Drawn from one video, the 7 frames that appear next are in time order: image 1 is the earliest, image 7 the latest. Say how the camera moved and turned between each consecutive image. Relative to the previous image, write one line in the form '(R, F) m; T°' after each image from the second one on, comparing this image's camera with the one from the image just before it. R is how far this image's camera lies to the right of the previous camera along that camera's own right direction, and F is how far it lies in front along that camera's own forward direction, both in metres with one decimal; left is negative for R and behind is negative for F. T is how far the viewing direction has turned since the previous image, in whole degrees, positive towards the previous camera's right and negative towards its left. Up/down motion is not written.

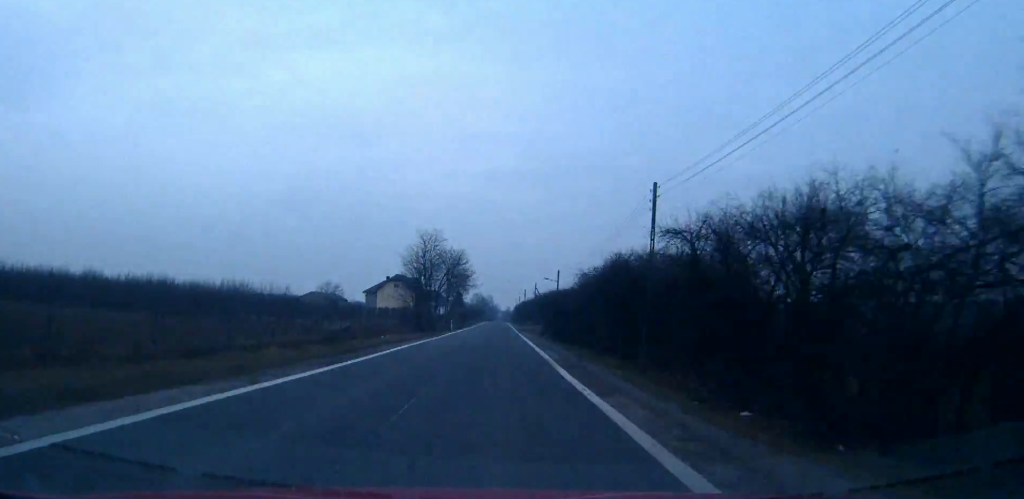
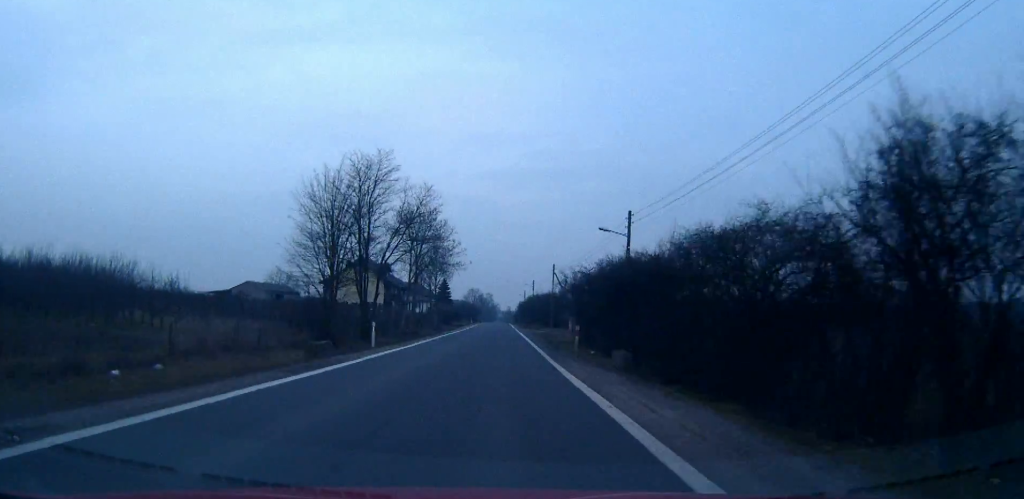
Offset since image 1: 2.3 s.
(+0.1, +46.4) m; +1°
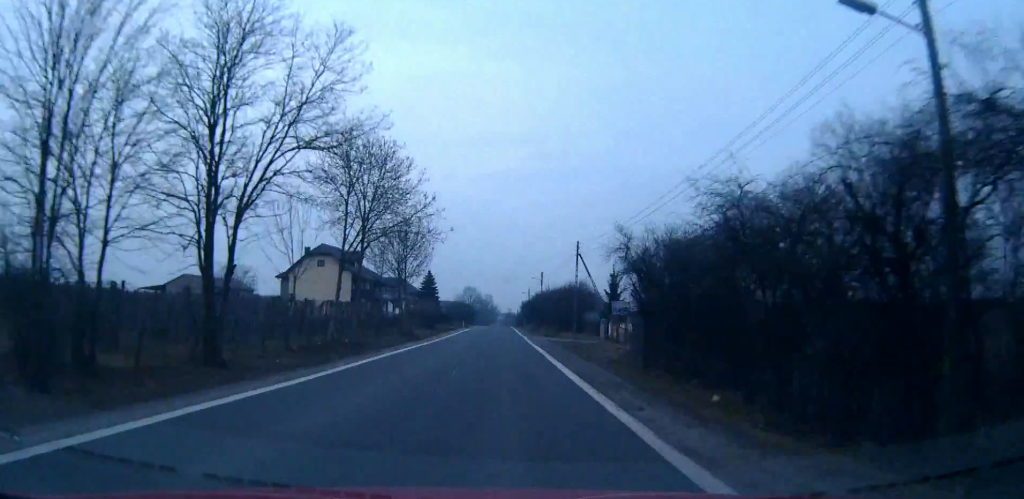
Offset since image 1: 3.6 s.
(0.0, +28.4) m; 0°
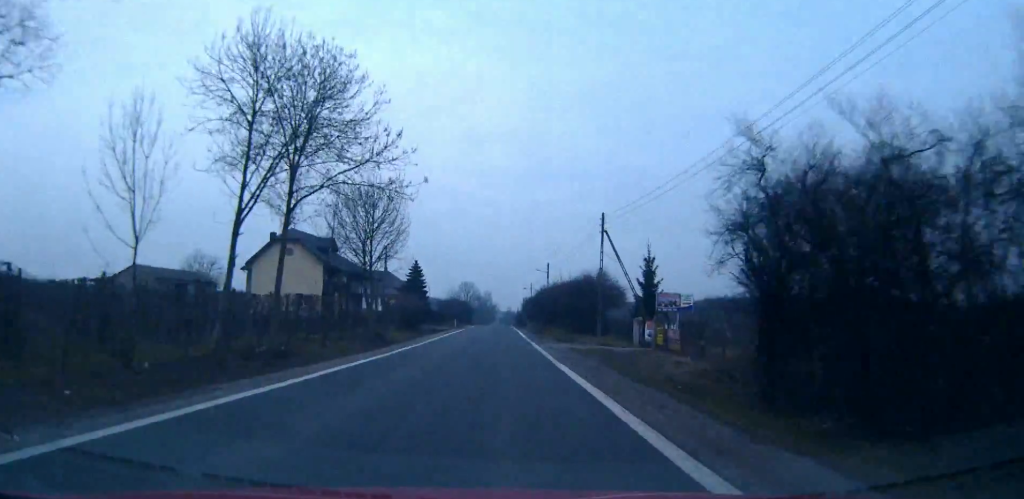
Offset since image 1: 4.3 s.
(0.0, +15.9) m; 0°
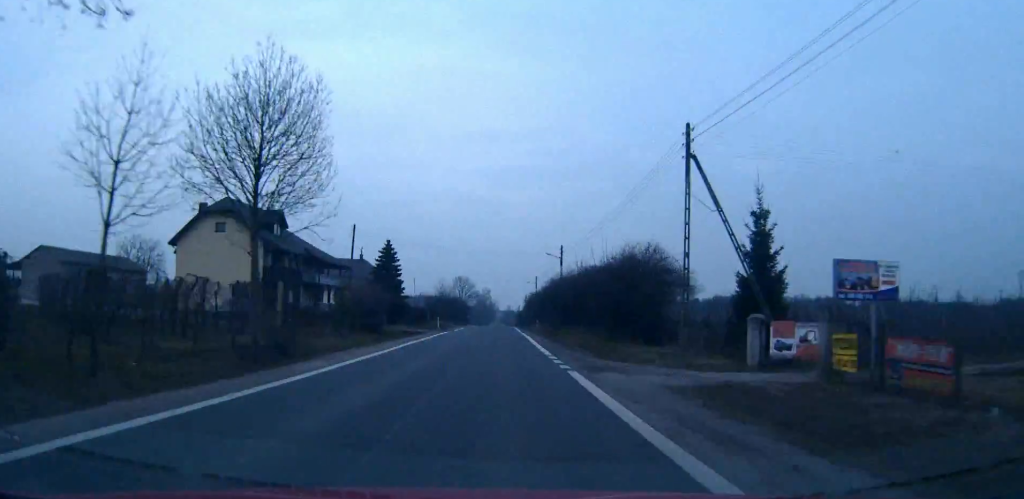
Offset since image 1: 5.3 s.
(0.0, +22.0) m; 0°
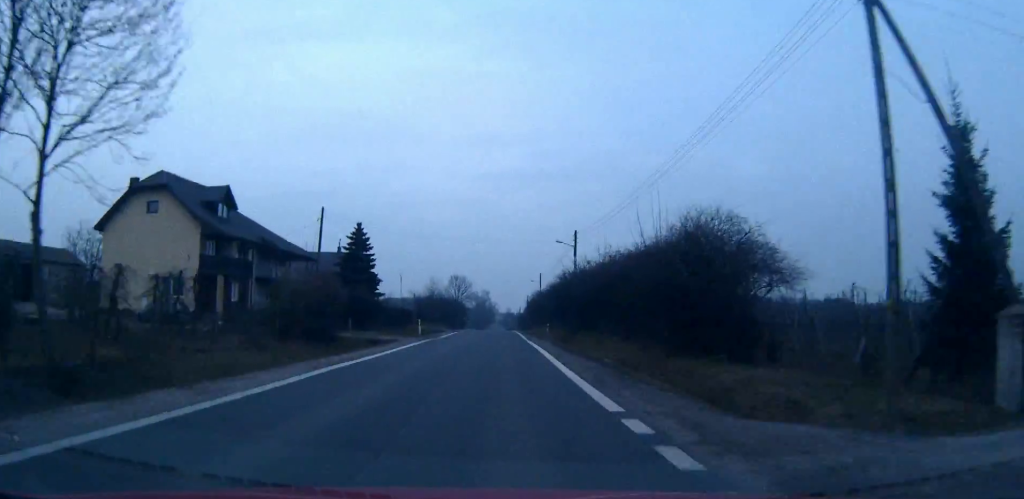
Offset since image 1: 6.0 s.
(0.0, +14.1) m; 0°
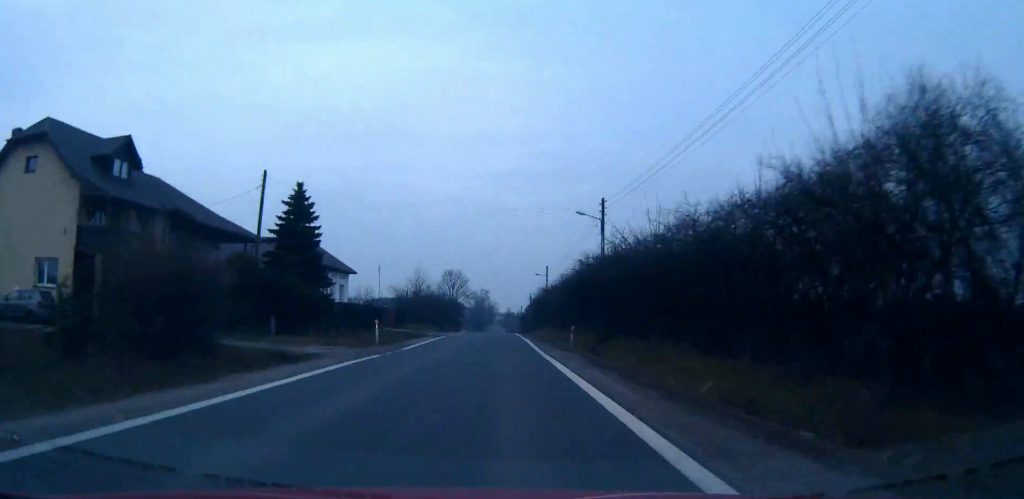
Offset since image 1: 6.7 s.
(0.0, +16.5) m; 0°
